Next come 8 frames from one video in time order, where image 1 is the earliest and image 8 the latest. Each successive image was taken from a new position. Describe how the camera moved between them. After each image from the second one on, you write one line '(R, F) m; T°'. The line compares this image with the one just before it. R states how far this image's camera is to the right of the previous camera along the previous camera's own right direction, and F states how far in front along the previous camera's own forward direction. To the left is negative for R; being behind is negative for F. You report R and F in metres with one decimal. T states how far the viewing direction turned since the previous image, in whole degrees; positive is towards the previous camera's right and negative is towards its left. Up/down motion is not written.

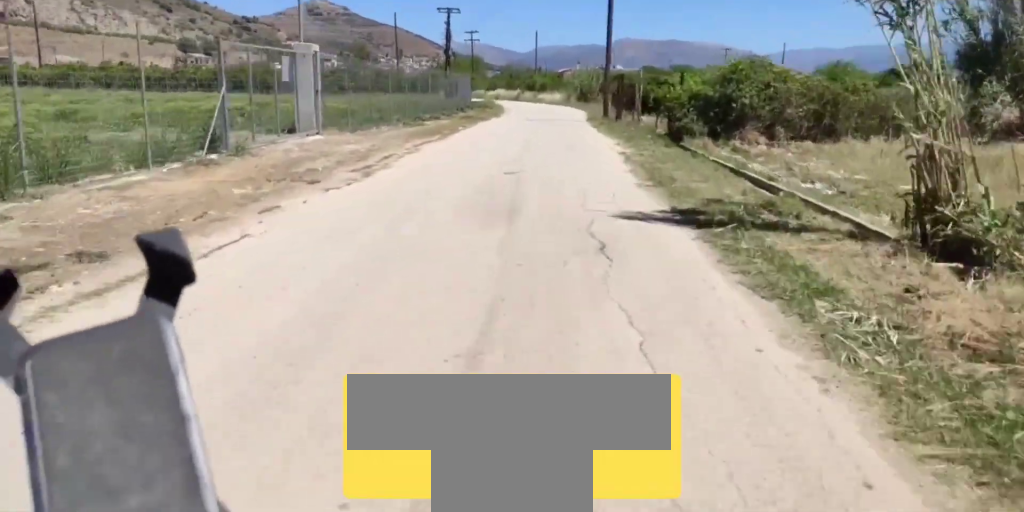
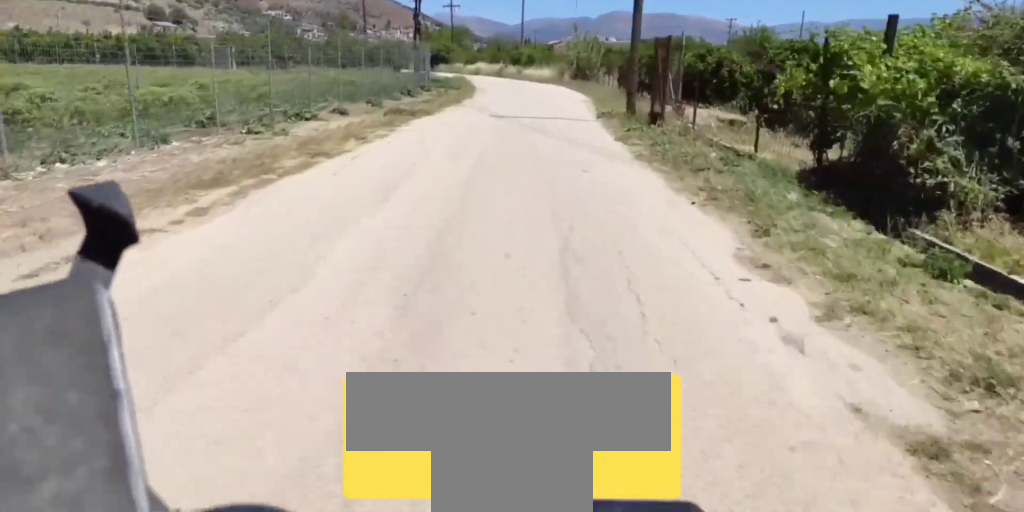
(+0.3, +13.2) m; 0°
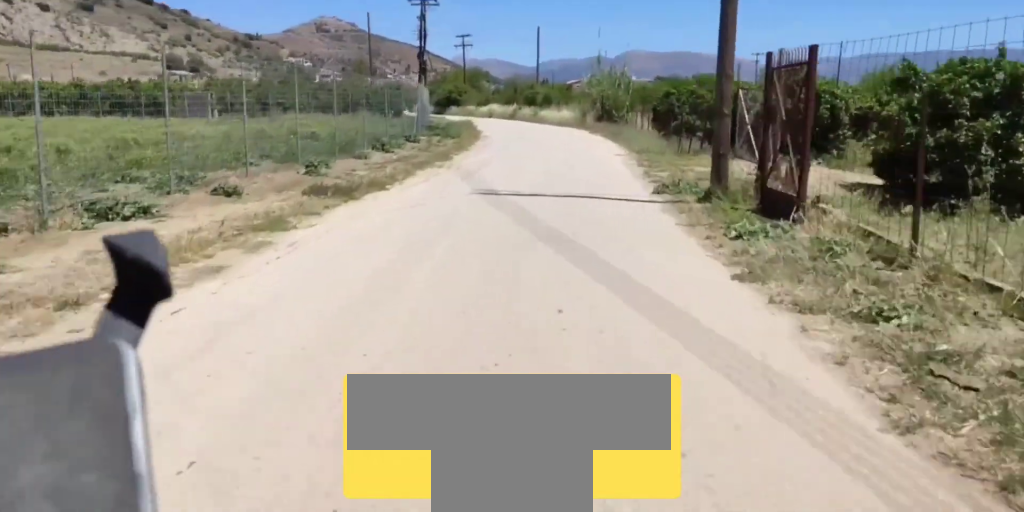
(-0.1, +7.9) m; 0°
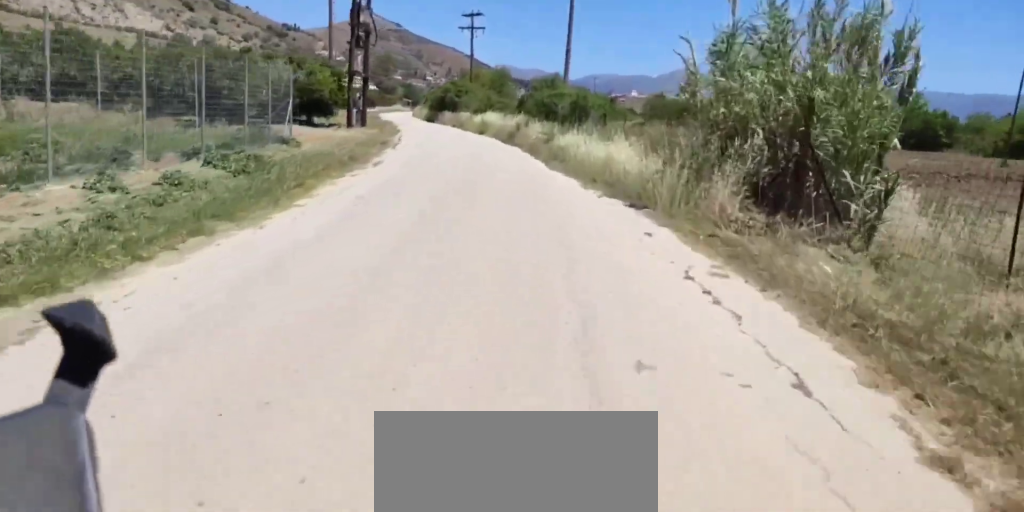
(-0.8, +30.2) m; -6°
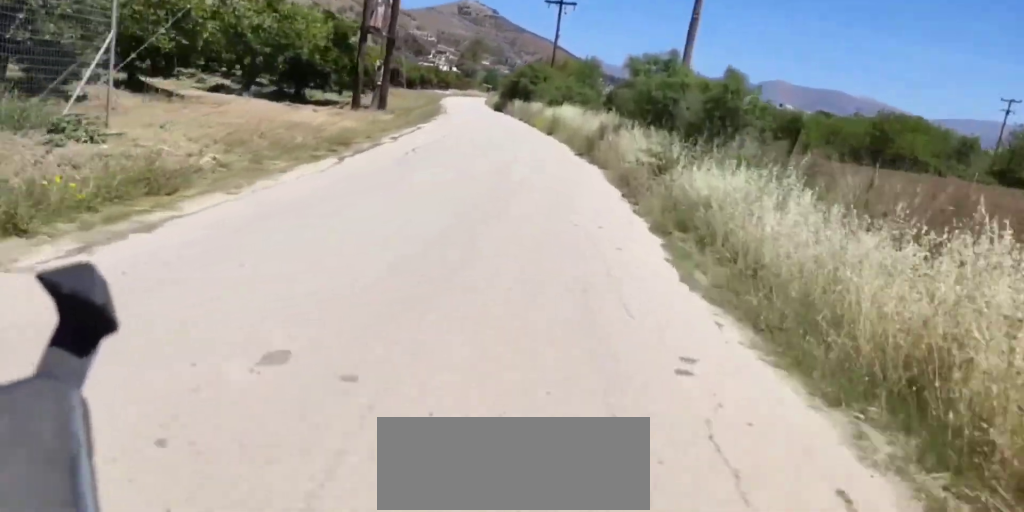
(-0.4, +11.9) m; -4°
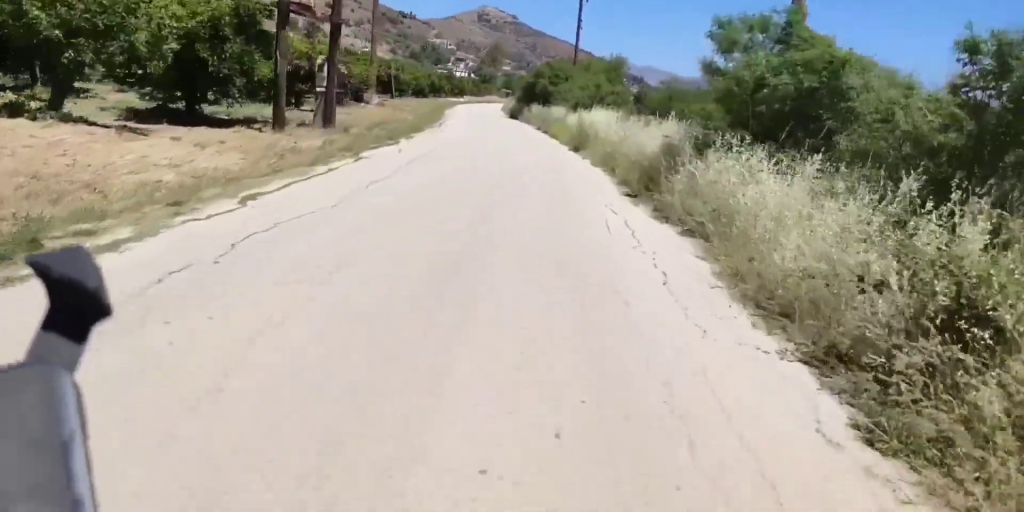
(-0.4, +8.6) m; -3°
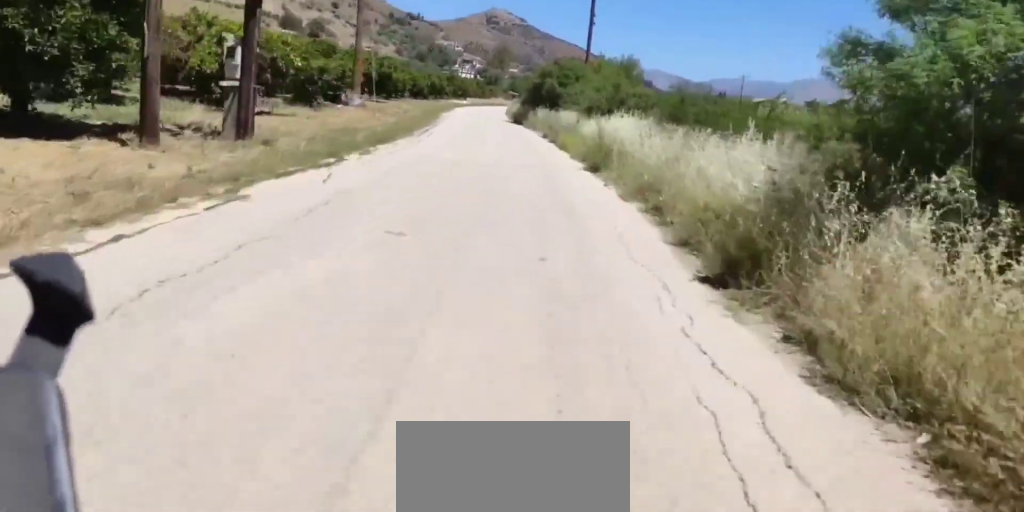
(0.0, +5.6) m; -2°
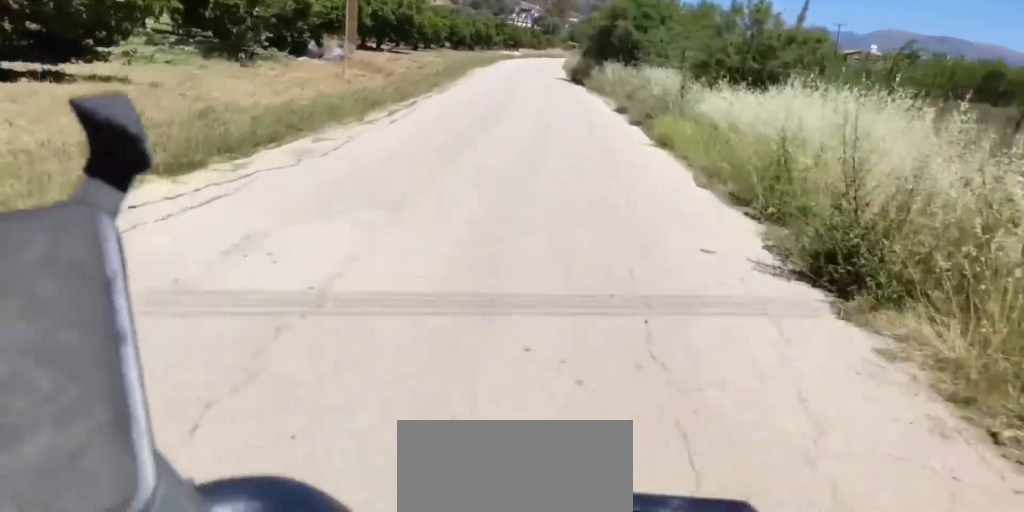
(-0.3, +11.2) m; -3°
